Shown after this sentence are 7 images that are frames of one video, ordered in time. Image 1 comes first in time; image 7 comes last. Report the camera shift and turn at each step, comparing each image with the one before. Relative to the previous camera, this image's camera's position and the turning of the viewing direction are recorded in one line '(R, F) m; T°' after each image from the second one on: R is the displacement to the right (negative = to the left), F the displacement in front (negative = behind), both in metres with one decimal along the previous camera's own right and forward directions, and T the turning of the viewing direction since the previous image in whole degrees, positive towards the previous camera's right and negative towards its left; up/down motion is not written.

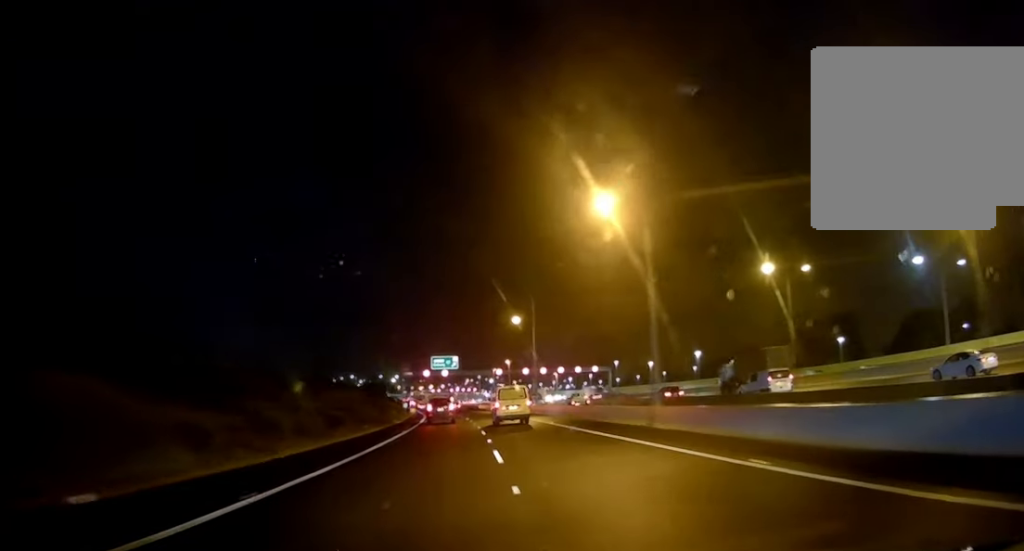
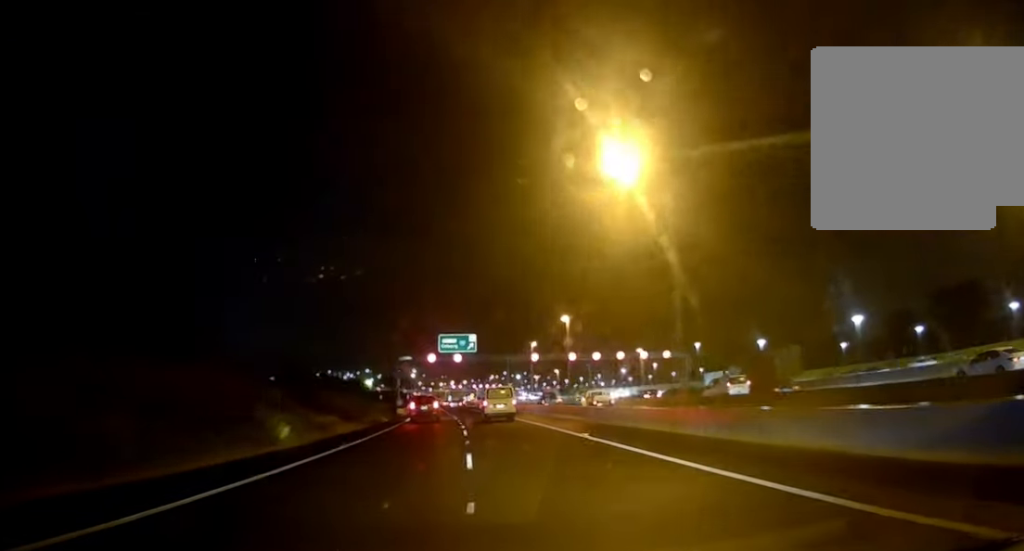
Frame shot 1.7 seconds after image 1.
(-1.6, +38.5) m; -3°
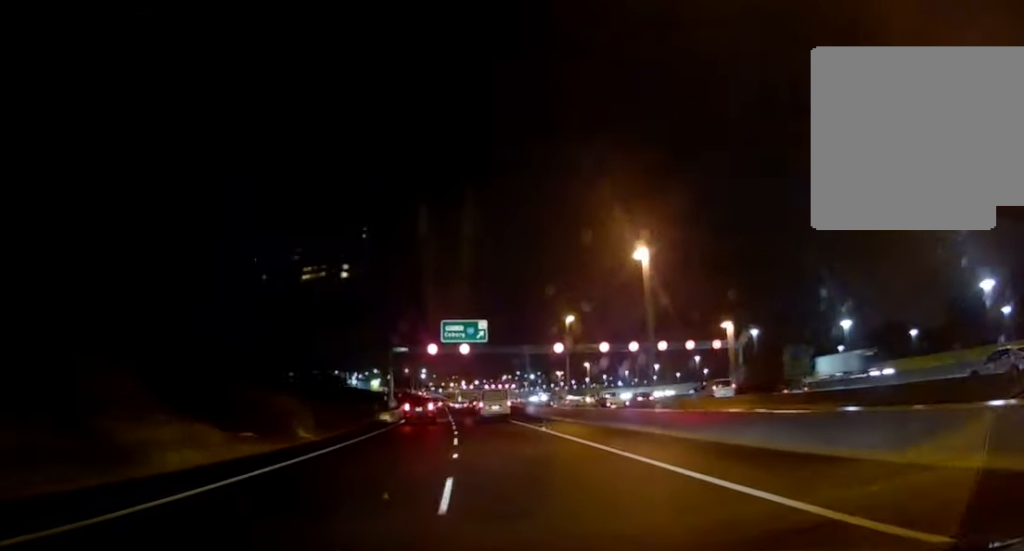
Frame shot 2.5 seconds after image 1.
(0.0, +16.8) m; 0°
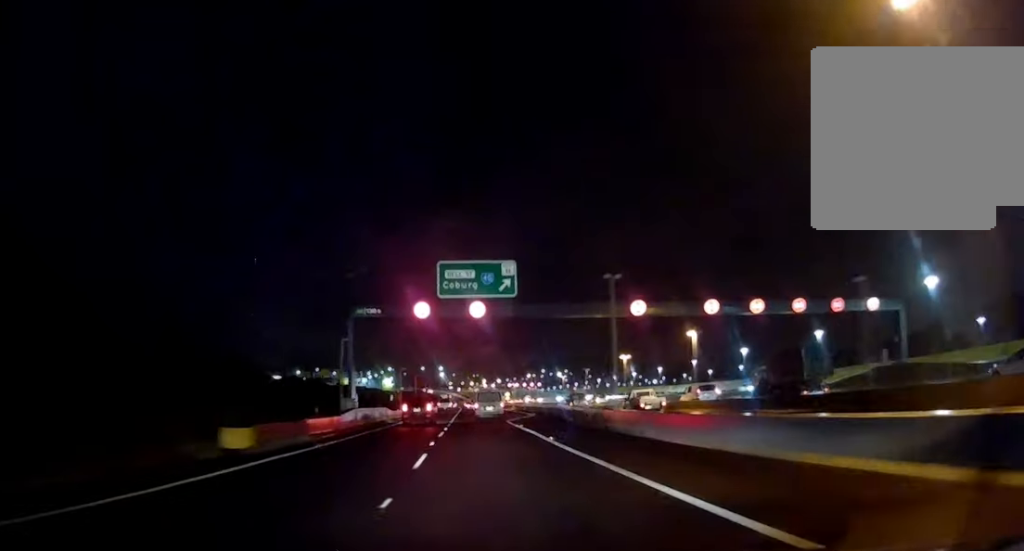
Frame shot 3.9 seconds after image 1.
(0.0, +31.2) m; -2°
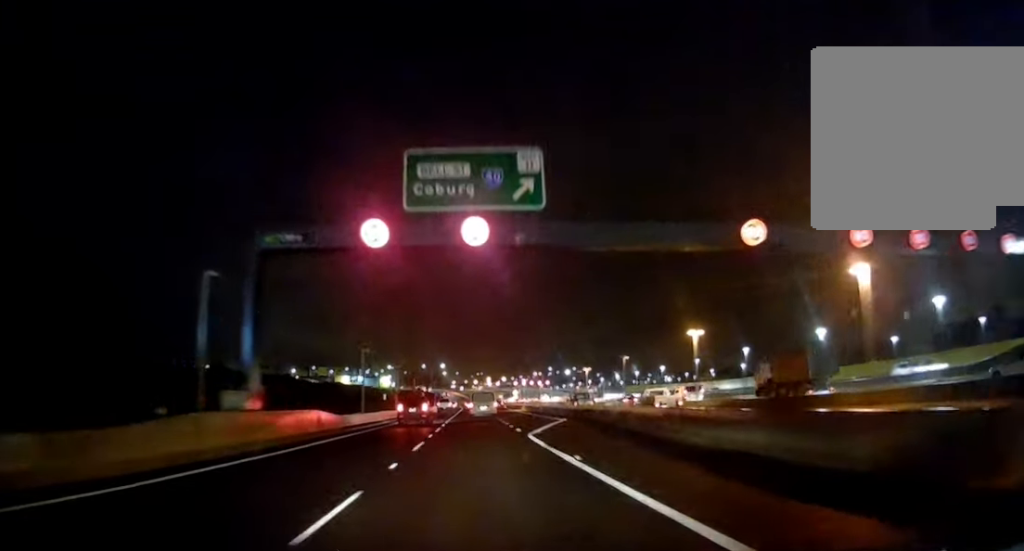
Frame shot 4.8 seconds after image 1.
(-0.6, +19.5) m; -2°
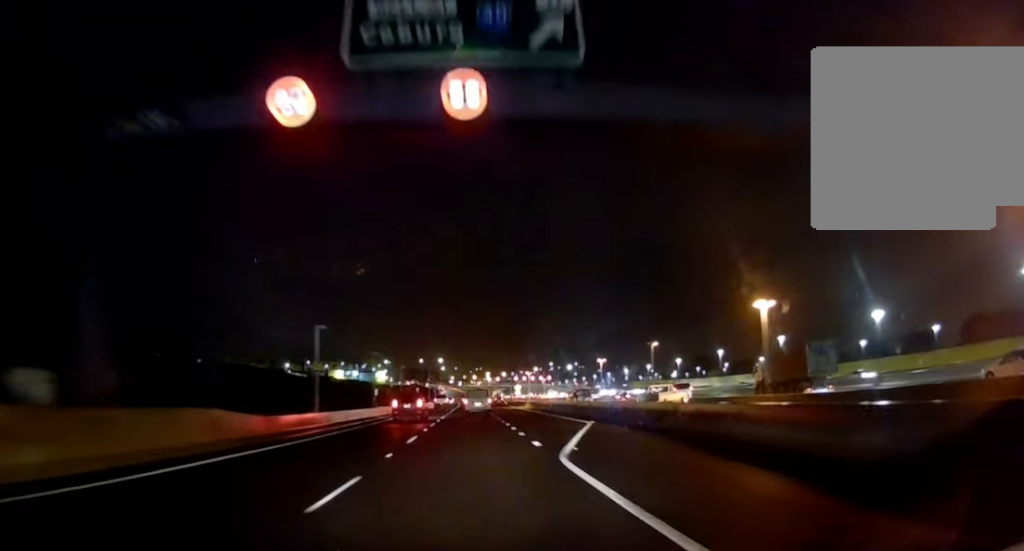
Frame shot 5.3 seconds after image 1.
(-0.2, +10.8) m; -1°
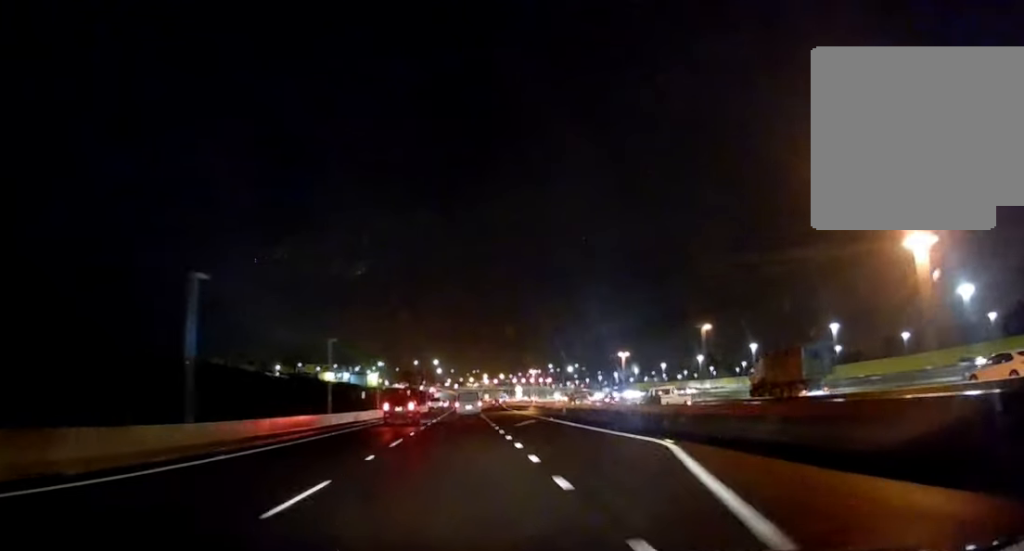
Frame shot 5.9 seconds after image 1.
(+0.1, +12.8) m; 0°
